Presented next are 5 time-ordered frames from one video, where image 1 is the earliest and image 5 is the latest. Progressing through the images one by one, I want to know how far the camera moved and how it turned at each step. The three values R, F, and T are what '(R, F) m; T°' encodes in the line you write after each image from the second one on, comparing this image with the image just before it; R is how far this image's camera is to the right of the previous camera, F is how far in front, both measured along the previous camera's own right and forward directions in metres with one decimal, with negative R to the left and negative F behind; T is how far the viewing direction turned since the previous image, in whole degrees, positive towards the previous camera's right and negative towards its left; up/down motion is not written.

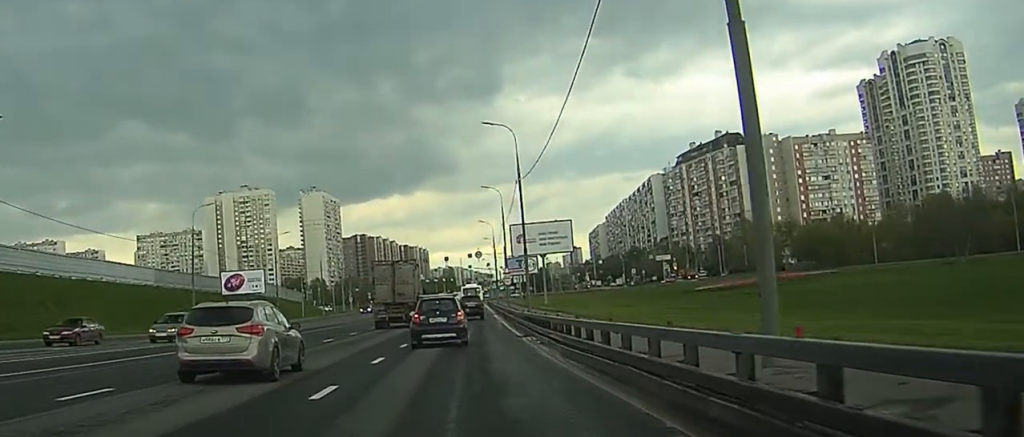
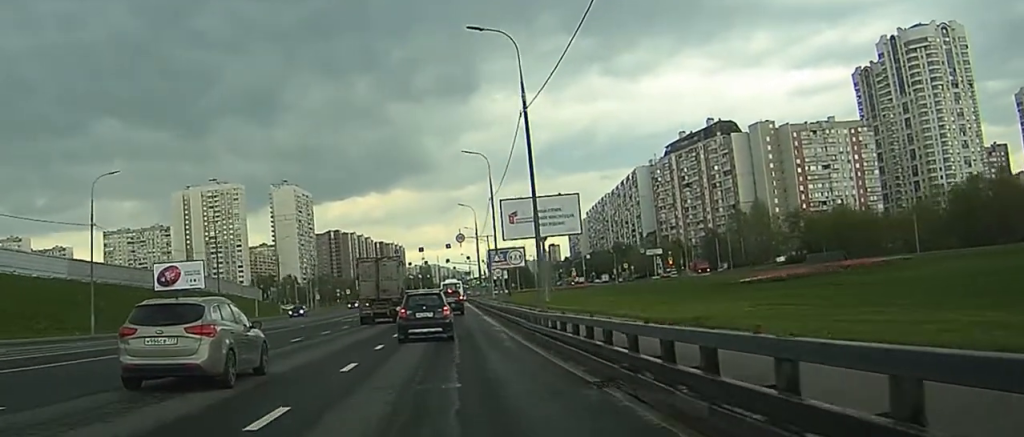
(+0.2, +19.6) m; +1°
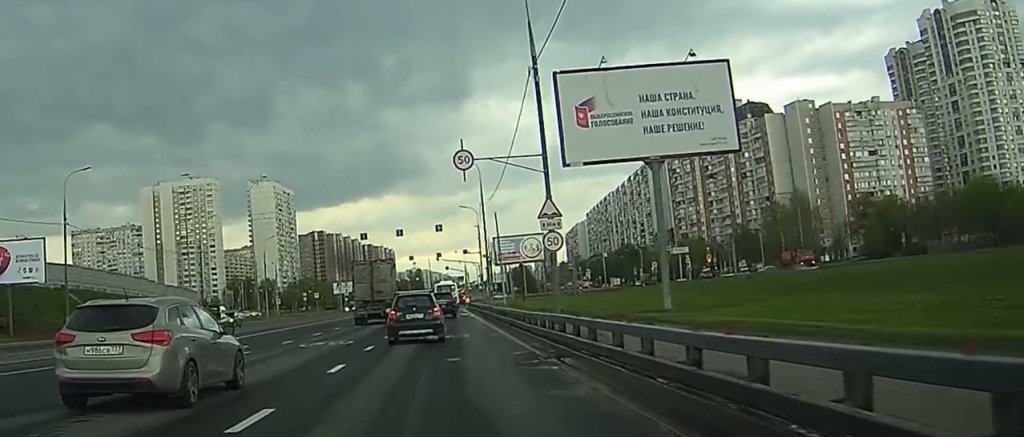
(+1.3, +40.7) m; +5°
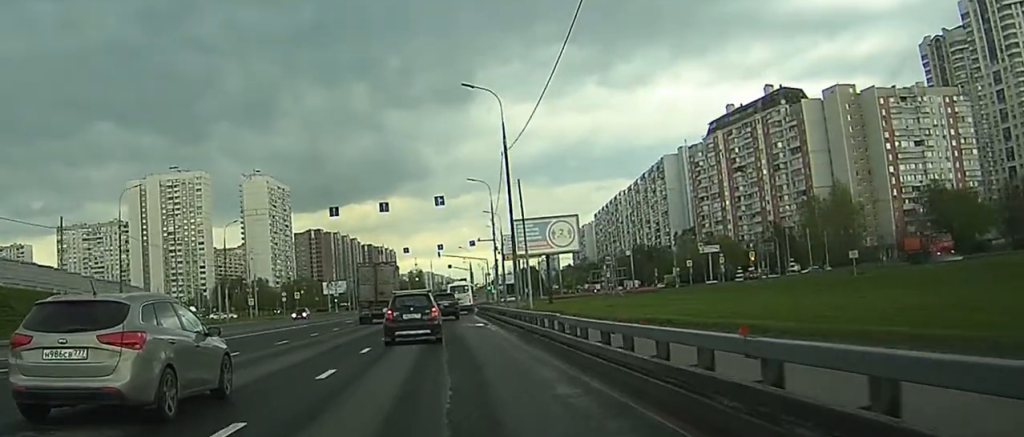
(-0.3, +26.3) m; -1°
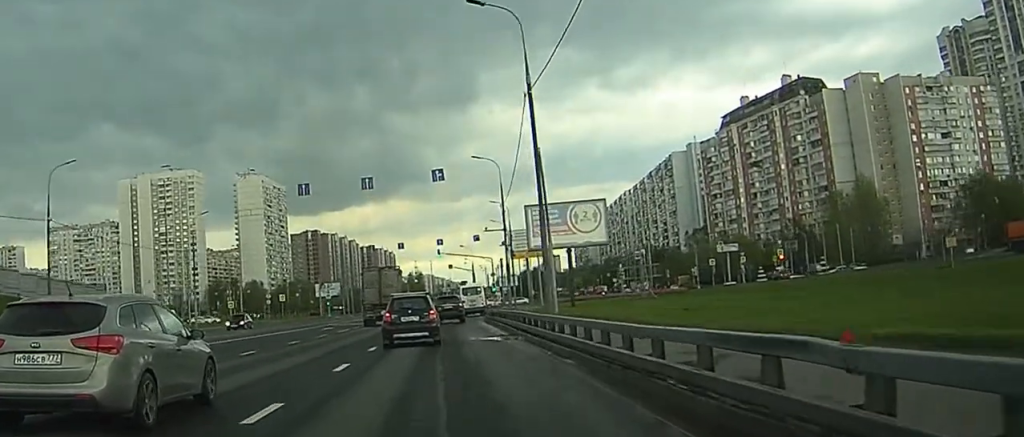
(0.0, +14.3) m; -1°
